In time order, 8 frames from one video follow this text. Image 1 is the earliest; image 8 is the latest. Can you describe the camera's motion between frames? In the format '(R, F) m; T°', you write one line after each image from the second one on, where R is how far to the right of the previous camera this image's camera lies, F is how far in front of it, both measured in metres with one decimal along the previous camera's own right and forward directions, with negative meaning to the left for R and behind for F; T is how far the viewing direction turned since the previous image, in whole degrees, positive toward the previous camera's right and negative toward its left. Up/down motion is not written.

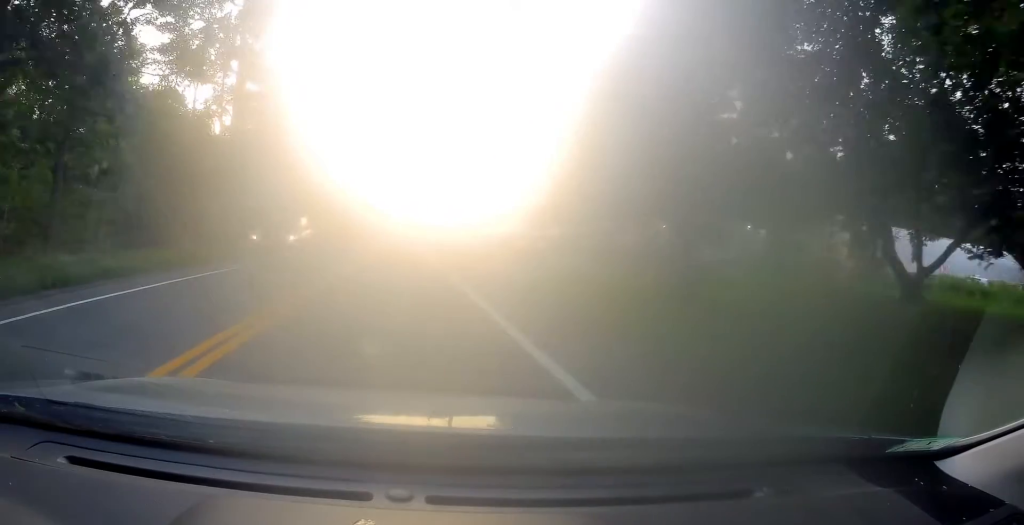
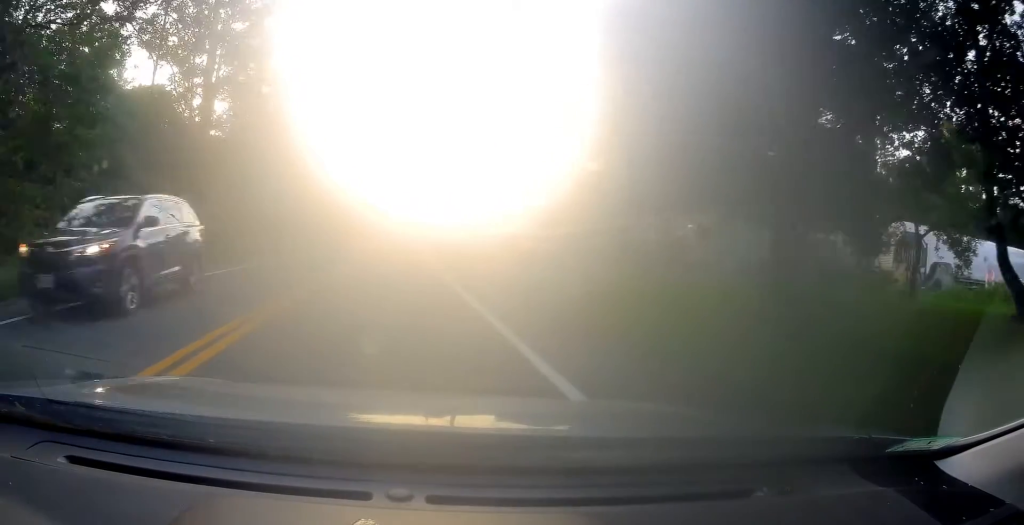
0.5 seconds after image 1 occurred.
(+0.1, +3.5) m; 0°
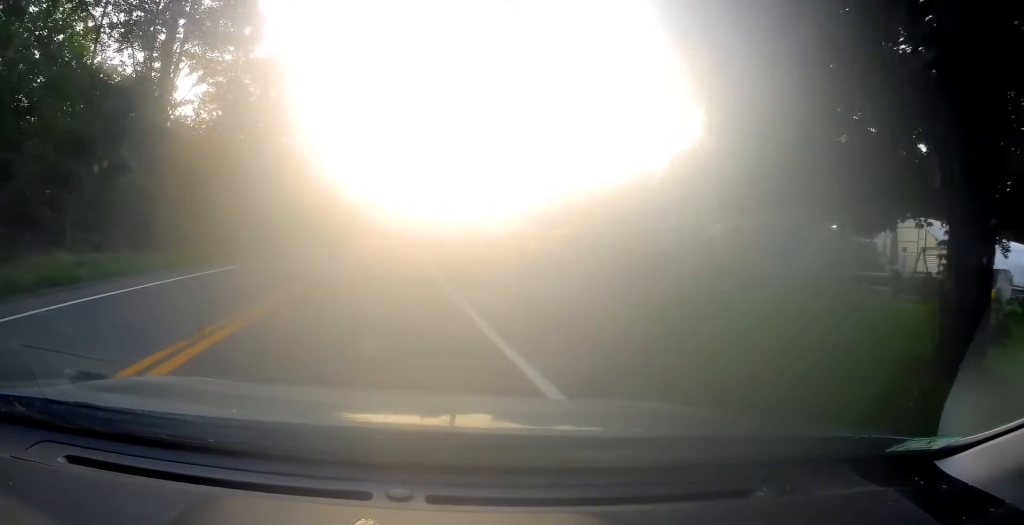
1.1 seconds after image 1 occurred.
(+0.1, +3.5) m; +2°
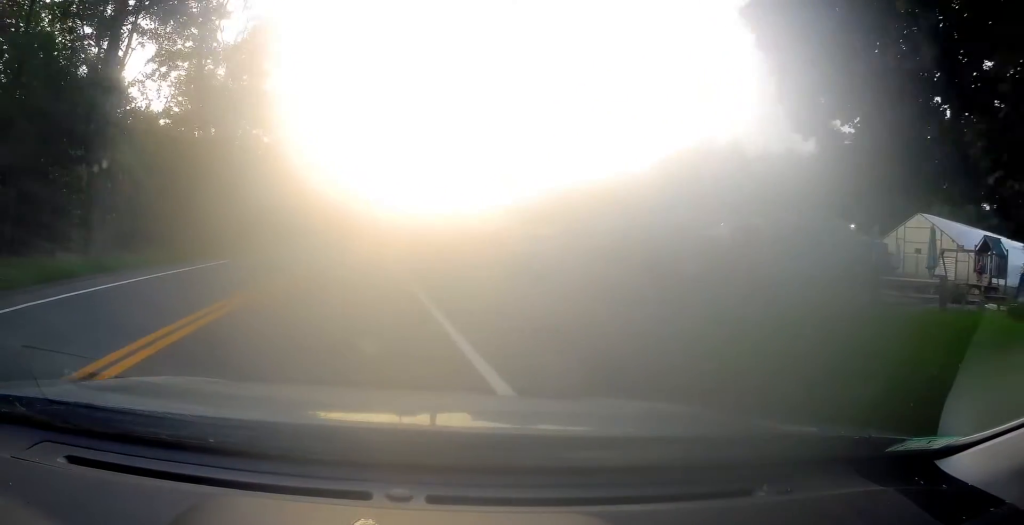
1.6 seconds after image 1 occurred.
(-0.1, +2.1) m; +8°
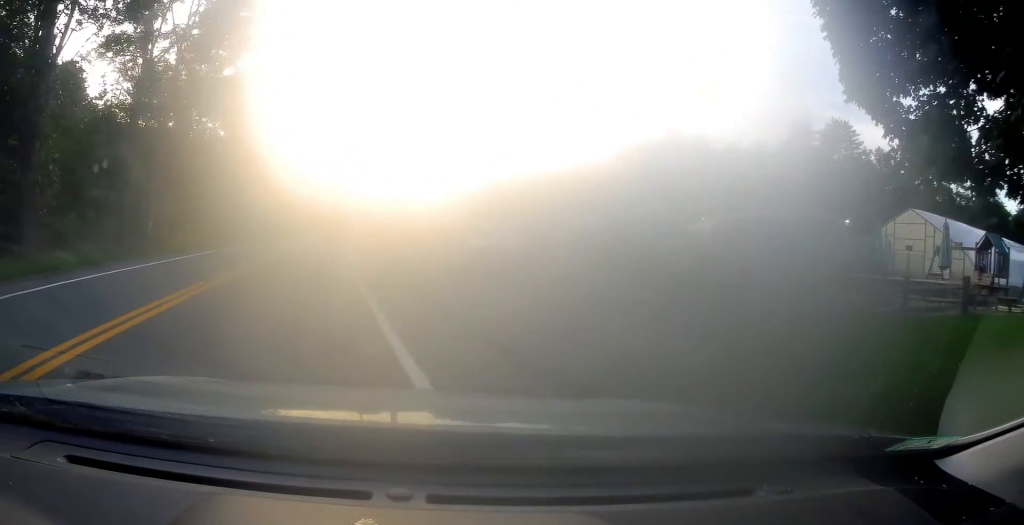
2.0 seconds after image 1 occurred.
(-0.4, +1.8) m; +7°
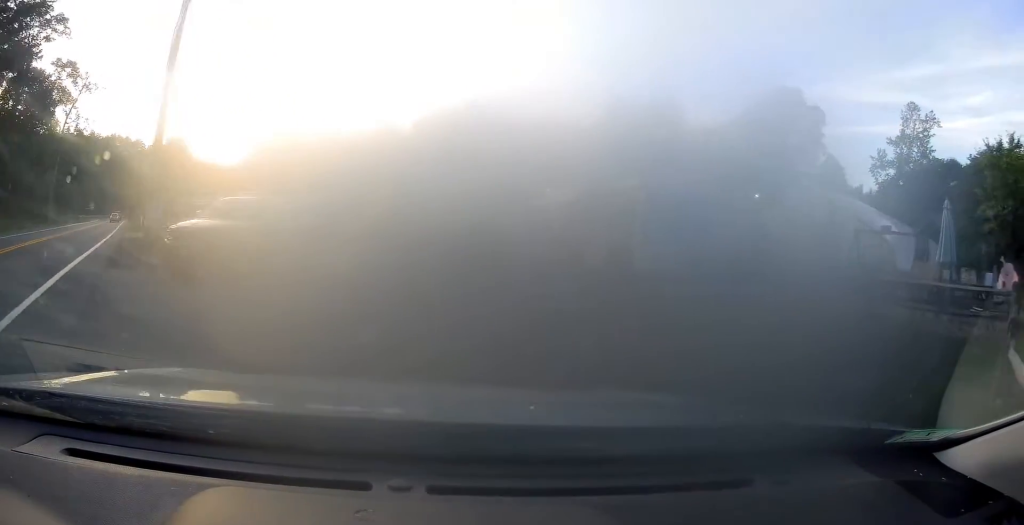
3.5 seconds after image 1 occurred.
(+2.0, +4.1) m; +26°
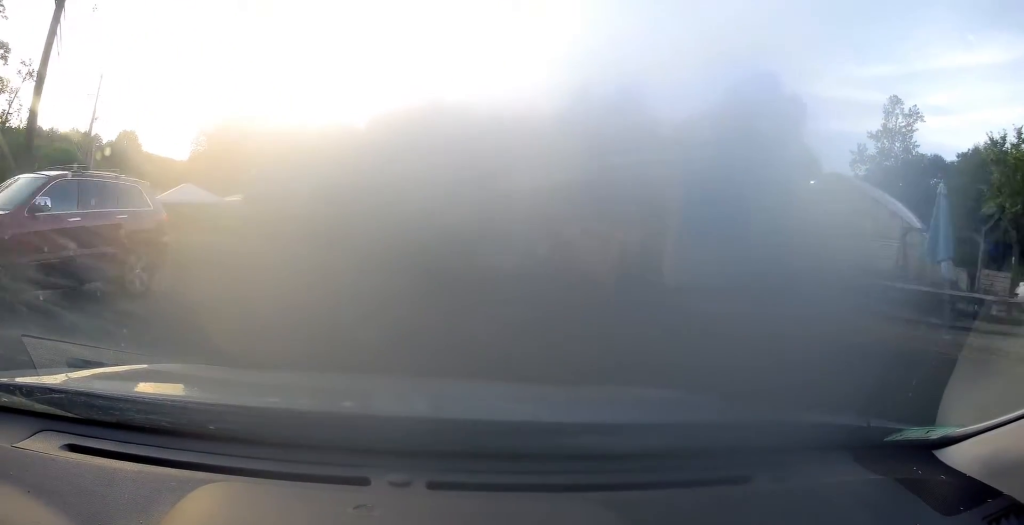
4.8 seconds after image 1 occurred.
(+0.1, +3.8) m; -3°
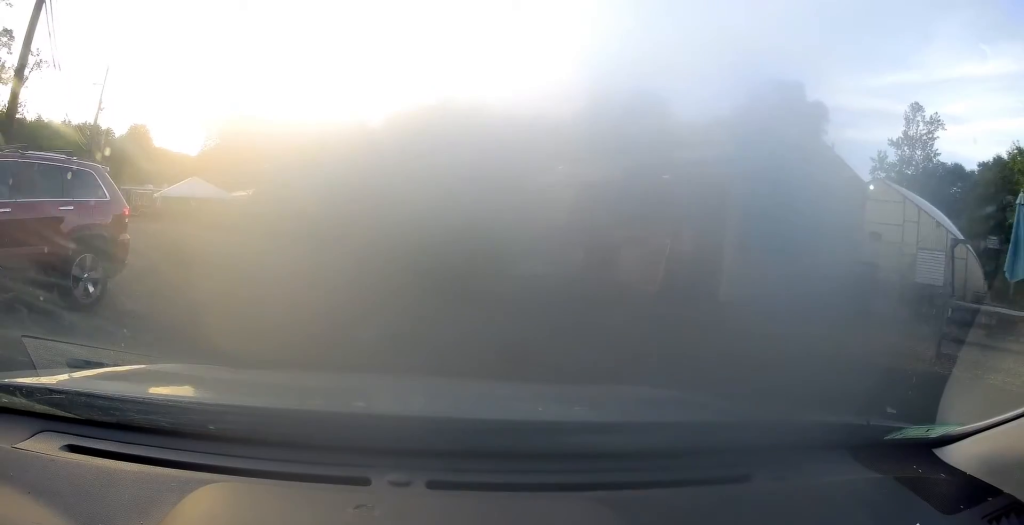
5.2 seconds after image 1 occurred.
(0.0, +1.3) m; -5°
